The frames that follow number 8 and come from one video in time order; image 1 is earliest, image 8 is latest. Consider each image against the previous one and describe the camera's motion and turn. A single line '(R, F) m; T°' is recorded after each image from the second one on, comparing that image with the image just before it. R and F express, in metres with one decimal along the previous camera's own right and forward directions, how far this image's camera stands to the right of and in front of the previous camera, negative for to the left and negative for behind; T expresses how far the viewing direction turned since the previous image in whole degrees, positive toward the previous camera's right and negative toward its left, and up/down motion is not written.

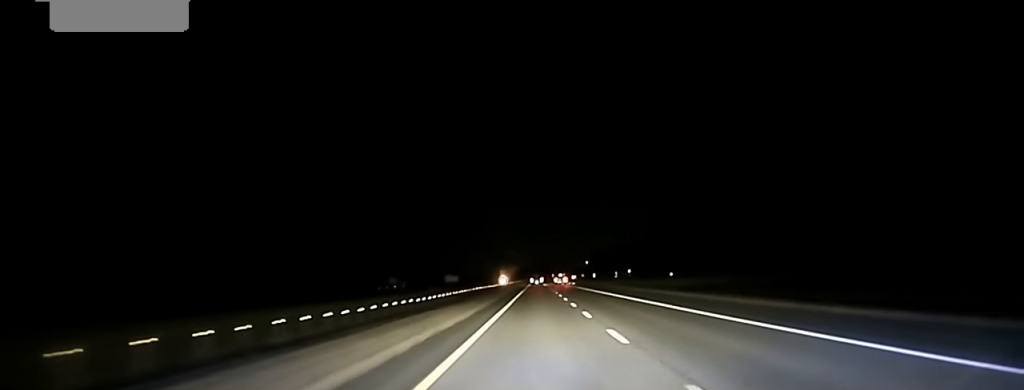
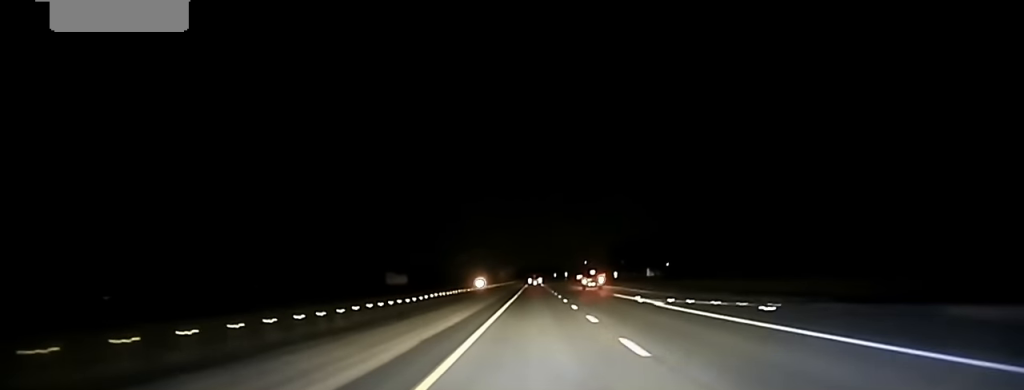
(-0.9, +149.5) m; 0°
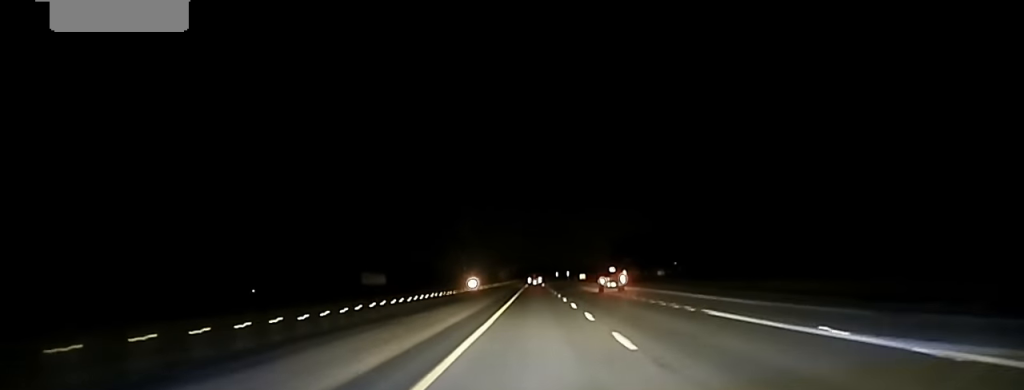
(-0.1, +34.0) m; 0°
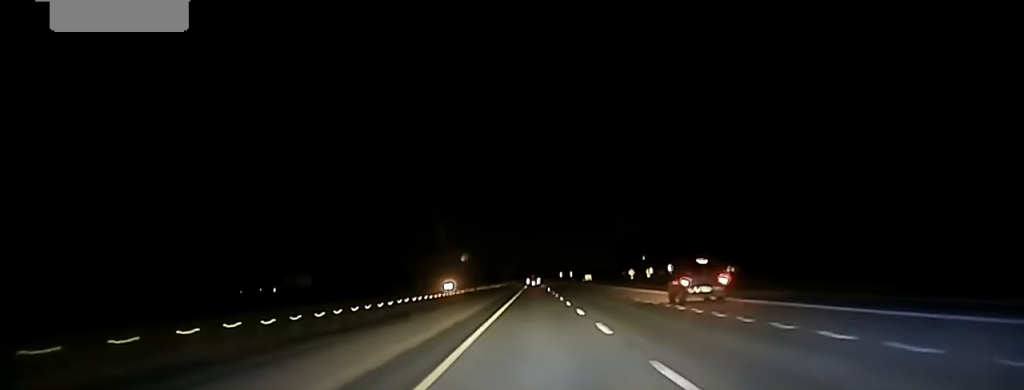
(+0.4, +67.4) m; 0°
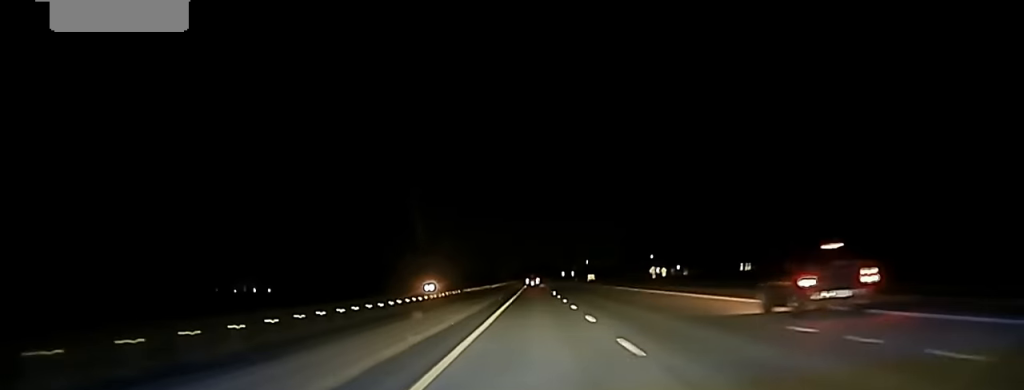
(-0.3, +34.4) m; 0°
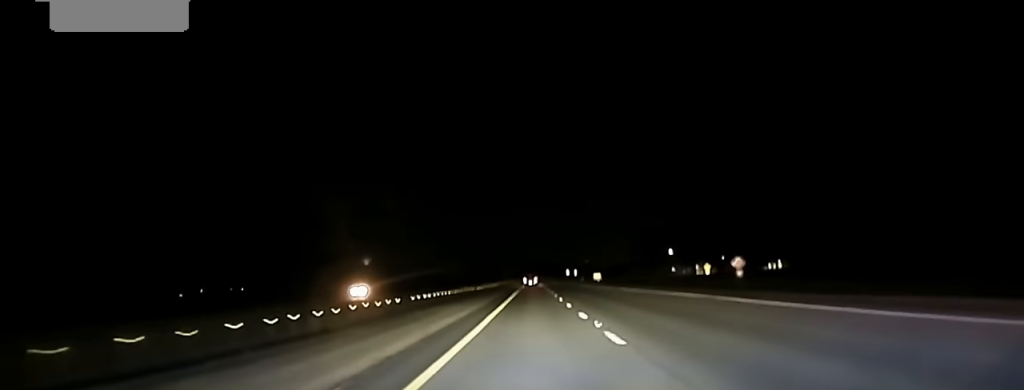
(+0.3, +62.4) m; 0°
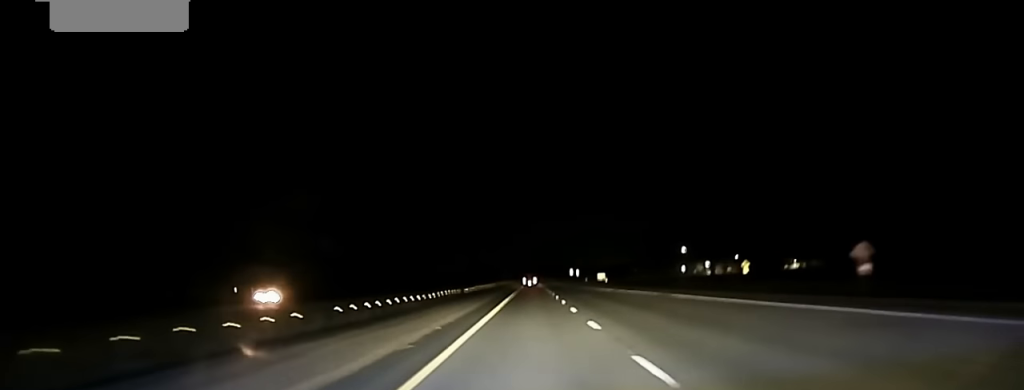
(+0.1, +27.0) m; 0°
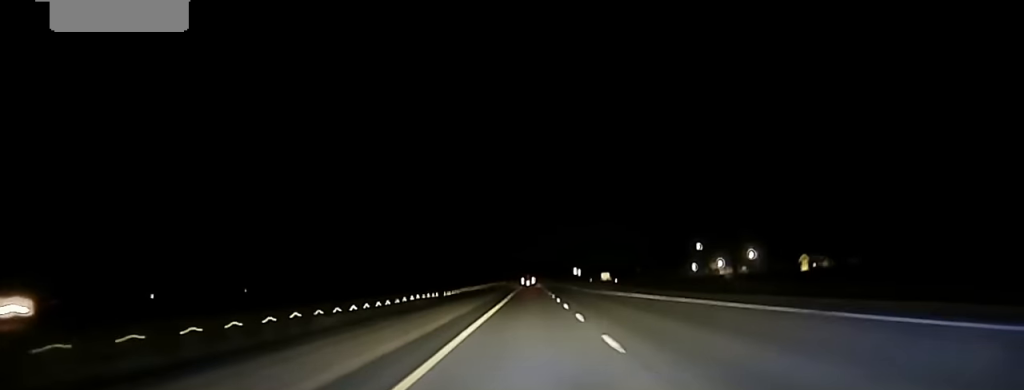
(0.0, +33.2) m; 0°
